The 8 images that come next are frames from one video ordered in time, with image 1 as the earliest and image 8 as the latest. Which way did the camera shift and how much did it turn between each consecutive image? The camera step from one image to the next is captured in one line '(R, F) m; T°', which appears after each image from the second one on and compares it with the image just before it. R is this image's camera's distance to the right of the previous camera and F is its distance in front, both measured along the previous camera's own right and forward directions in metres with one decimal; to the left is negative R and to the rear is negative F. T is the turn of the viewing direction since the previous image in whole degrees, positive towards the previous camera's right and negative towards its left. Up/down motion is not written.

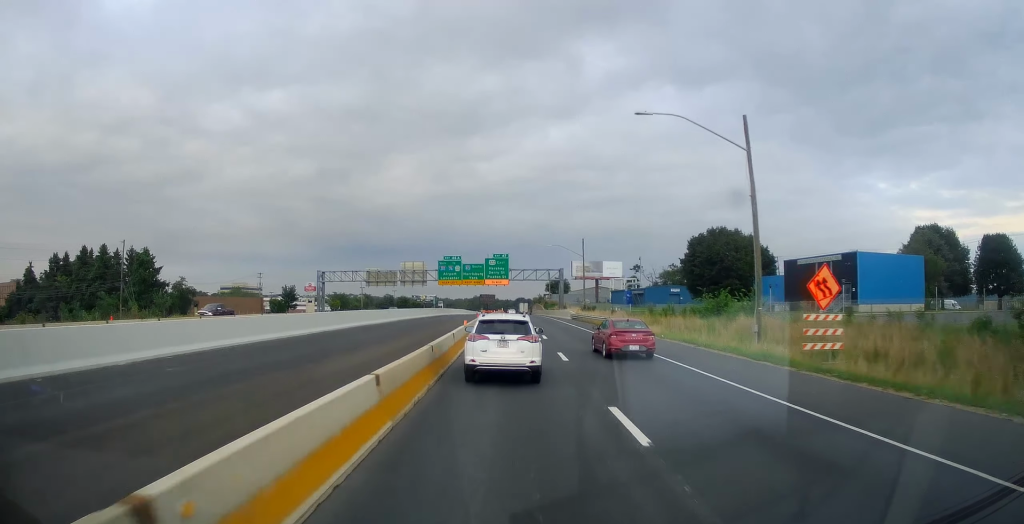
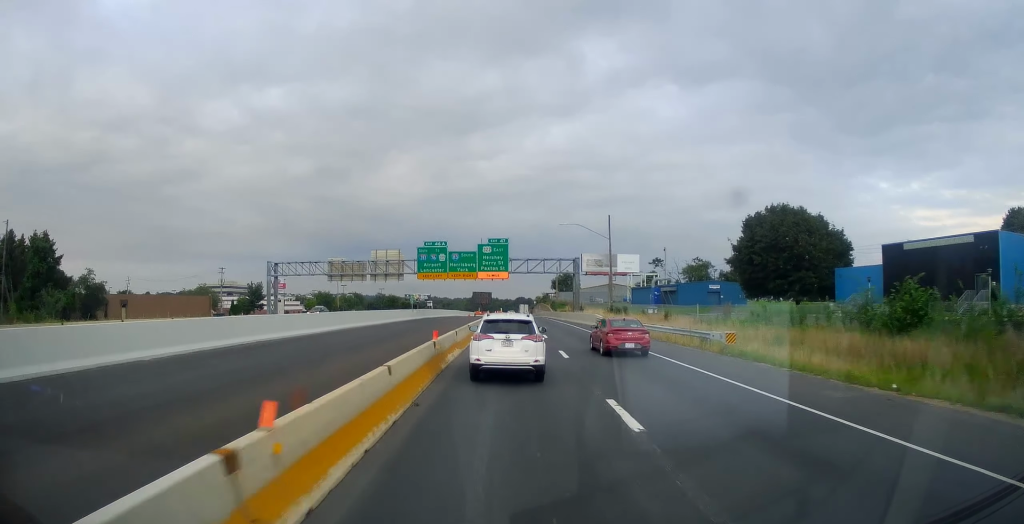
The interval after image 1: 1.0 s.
(-0.2, +23.0) m; -1°
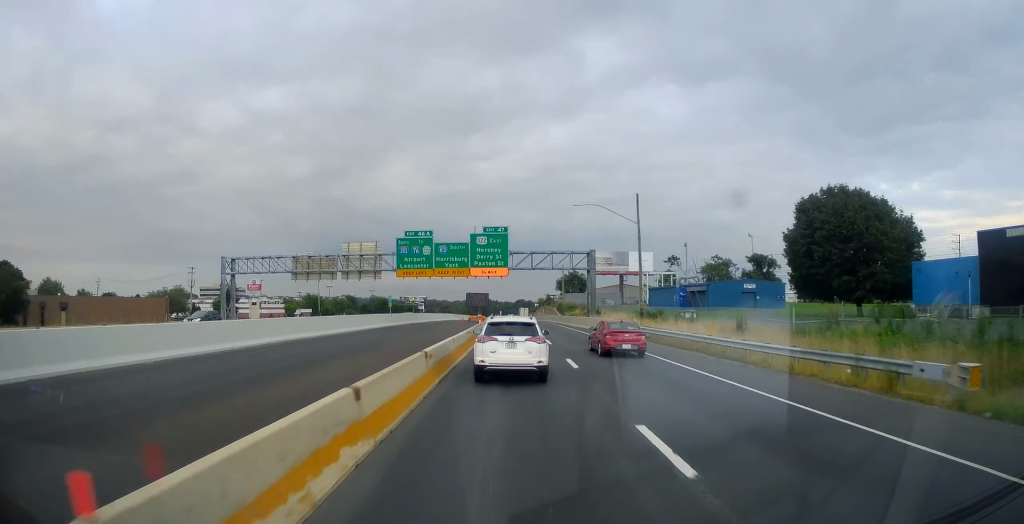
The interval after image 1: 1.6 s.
(-0.1, +14.6) m; 0°
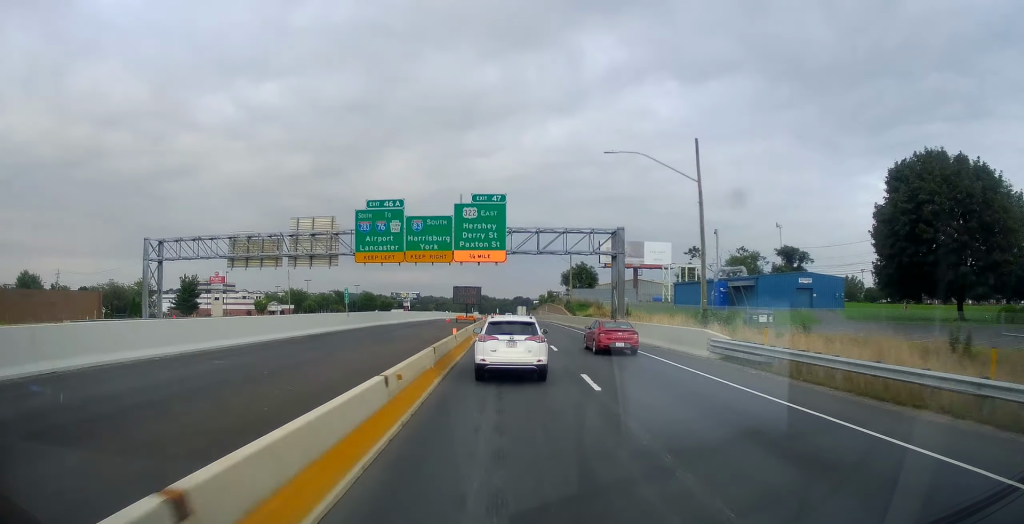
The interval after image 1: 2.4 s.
(0.0, +16.9) m; +1°
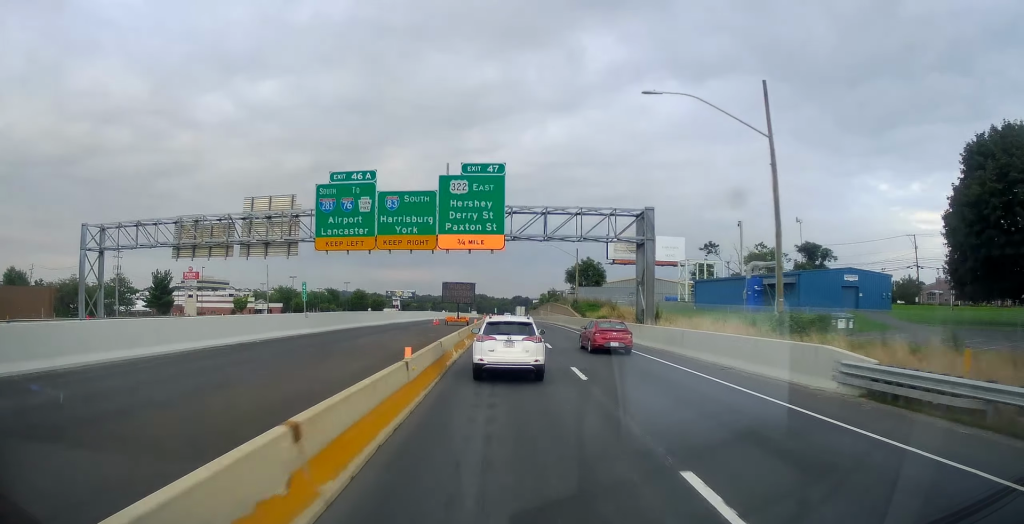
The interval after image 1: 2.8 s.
(-0.1, +9.9) m; +1°
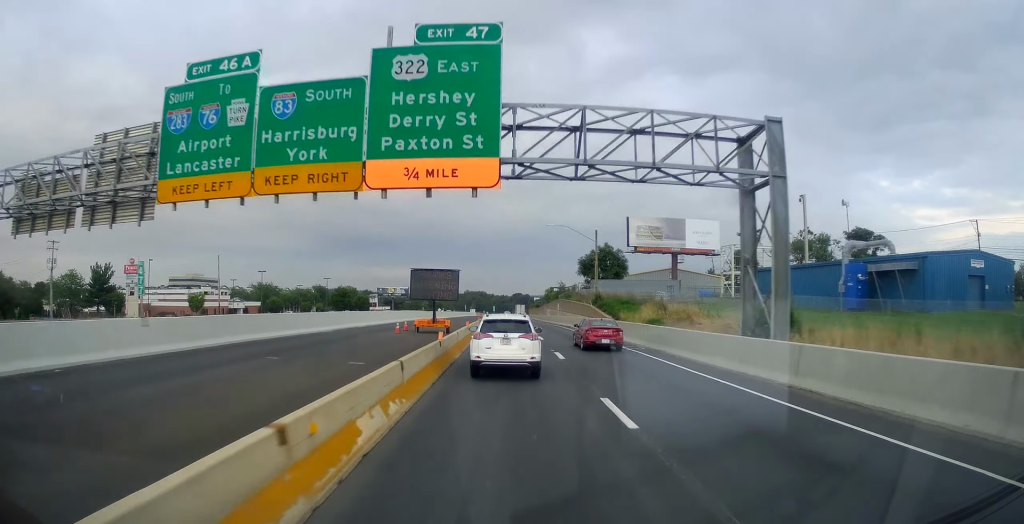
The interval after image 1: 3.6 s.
(+0.4, +18.4) m; 0°
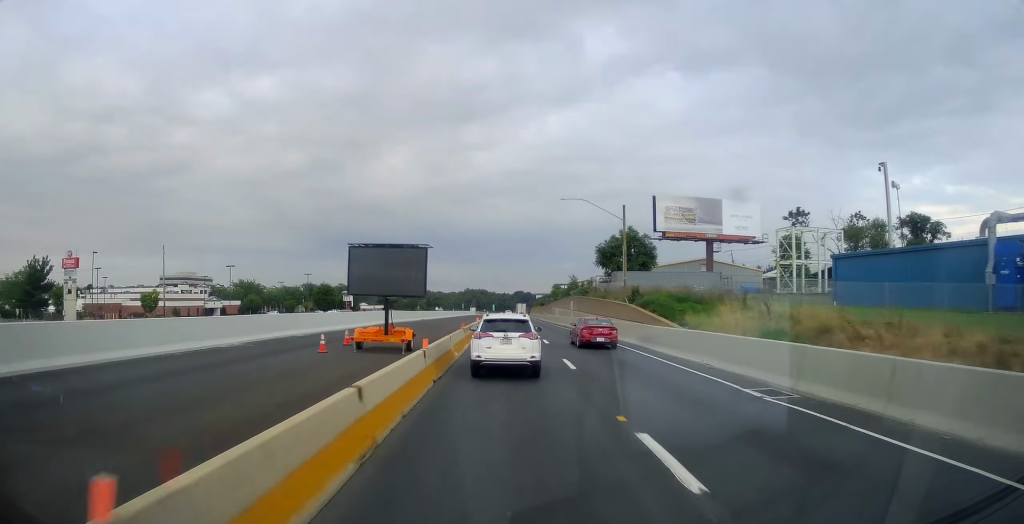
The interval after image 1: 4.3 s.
(0.0, +15.3) m; 0°
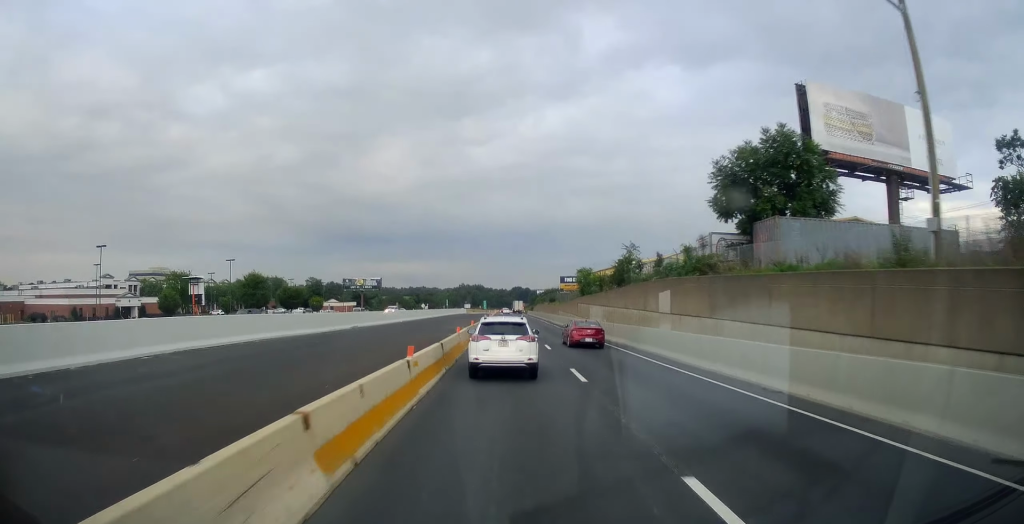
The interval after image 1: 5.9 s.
(-0.3, +38.6) m; 0°
